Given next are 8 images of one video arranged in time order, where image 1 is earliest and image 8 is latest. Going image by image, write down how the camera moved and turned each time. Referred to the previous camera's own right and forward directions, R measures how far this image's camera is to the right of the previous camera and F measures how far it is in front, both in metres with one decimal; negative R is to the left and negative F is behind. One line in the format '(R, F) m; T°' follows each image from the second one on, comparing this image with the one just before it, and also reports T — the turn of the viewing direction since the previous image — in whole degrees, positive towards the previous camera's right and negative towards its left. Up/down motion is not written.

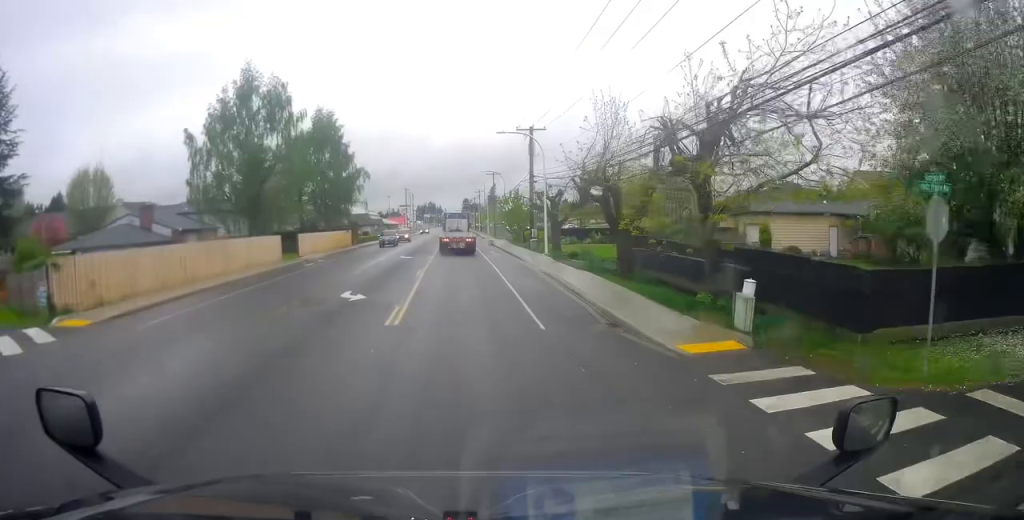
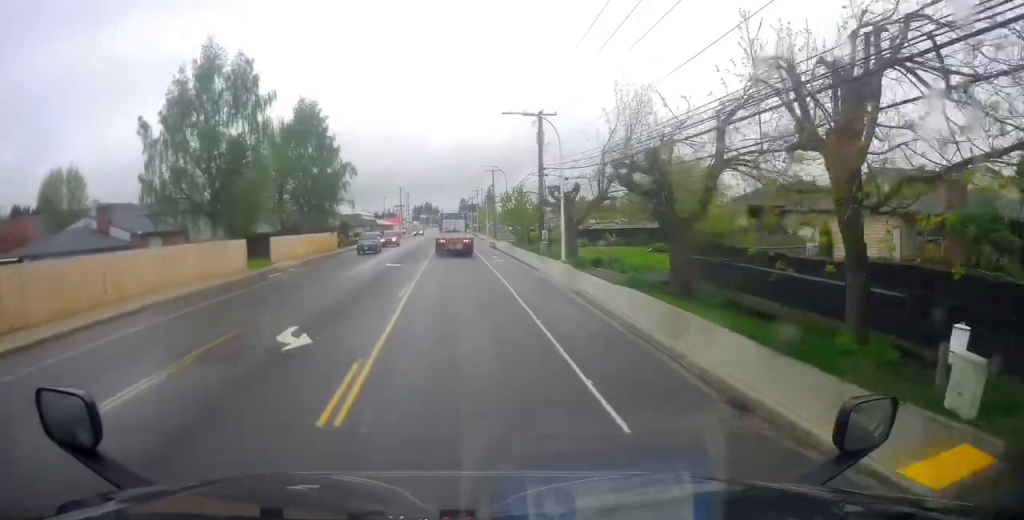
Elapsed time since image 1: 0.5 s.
(-0.1, +6.7) m; +1°
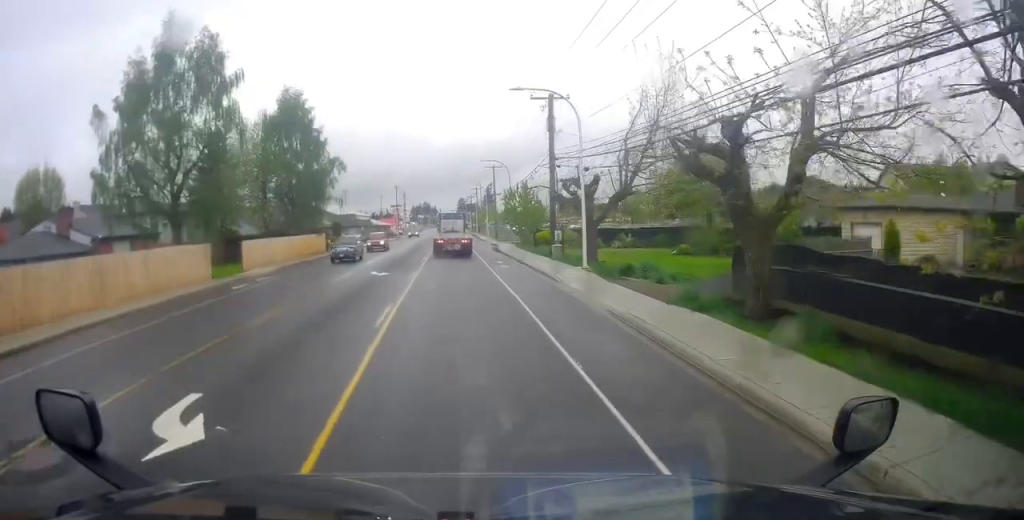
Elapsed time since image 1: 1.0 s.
(+0.2, +5.4) m; 0°
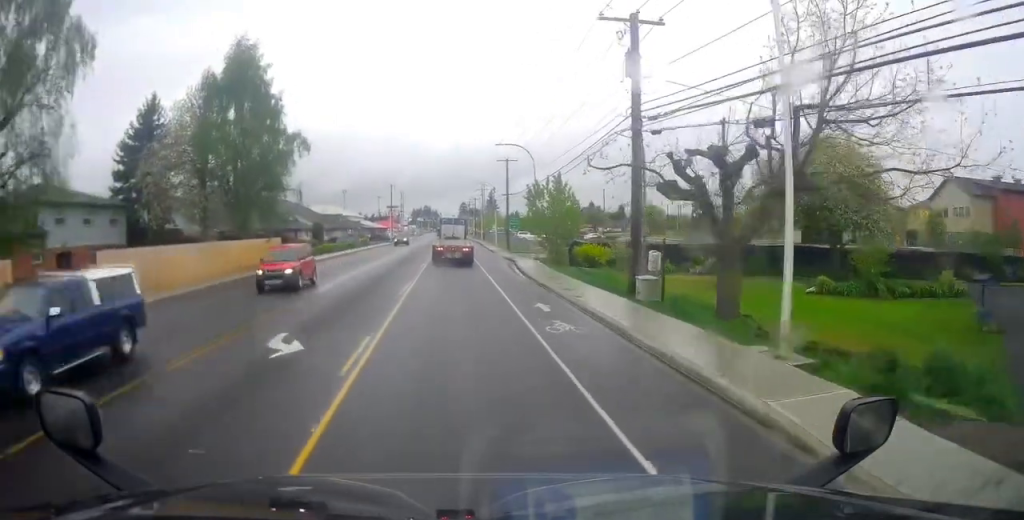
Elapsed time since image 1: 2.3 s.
(-0.4, +17.0) m; -2°
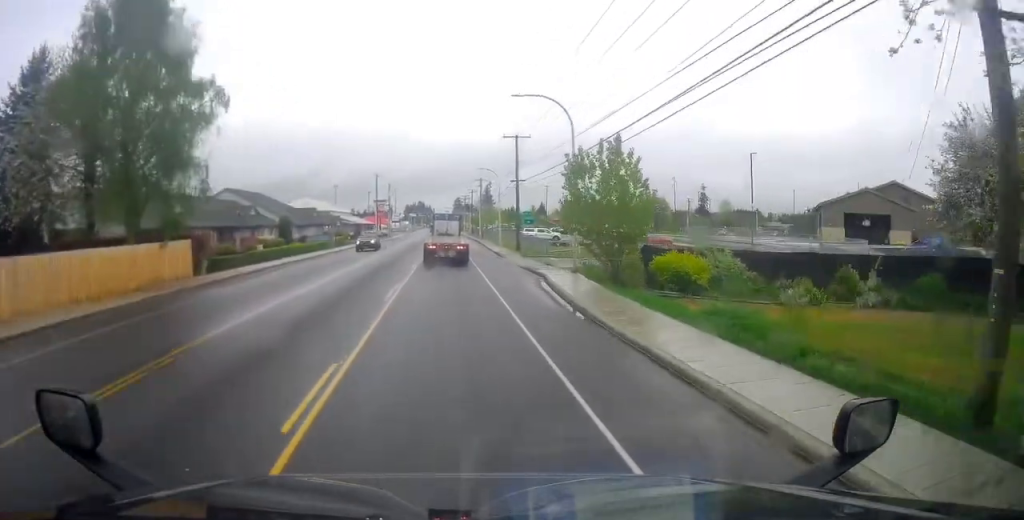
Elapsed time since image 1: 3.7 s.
(+0.4, +16.0) m; +1°
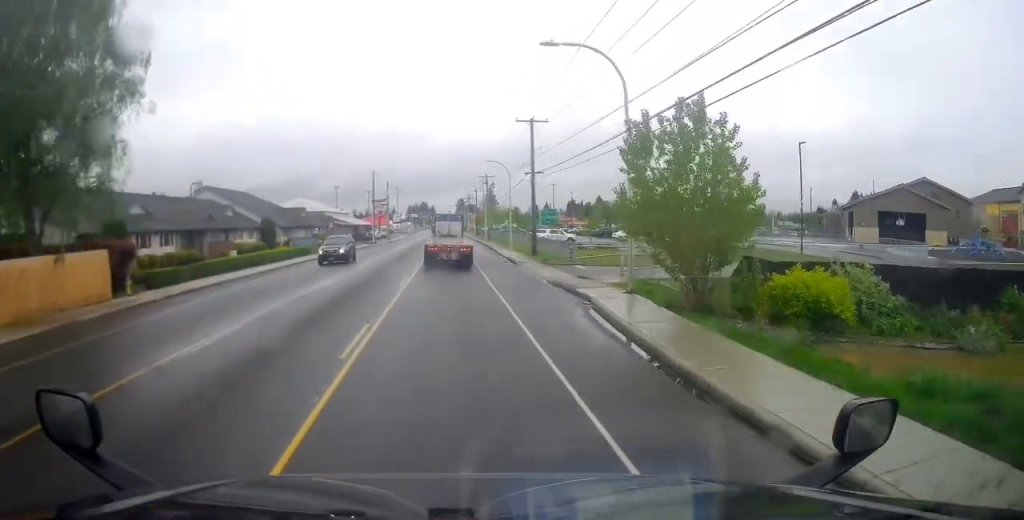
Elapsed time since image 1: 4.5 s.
(-0.3, +8.4) m; +1°
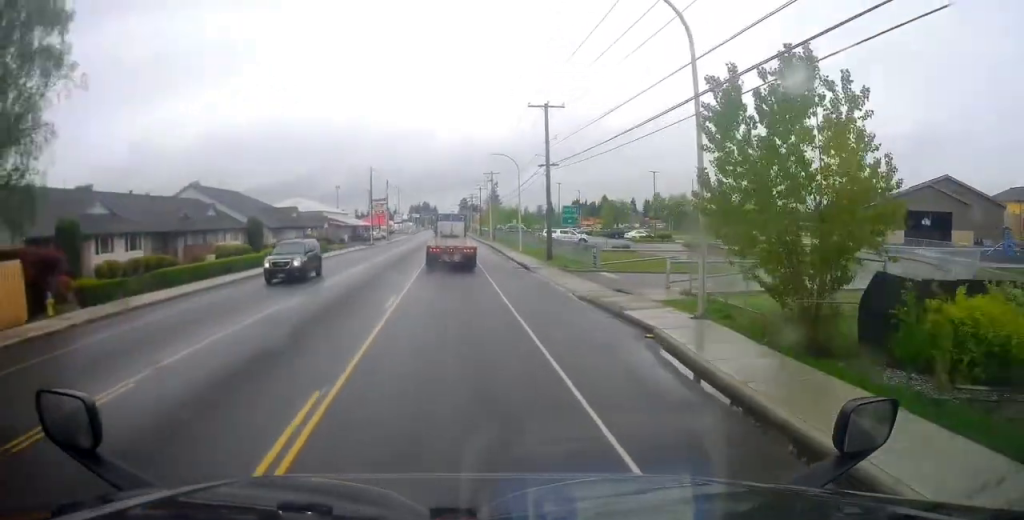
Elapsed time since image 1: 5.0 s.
(+0.2, +5.8) m; 0°
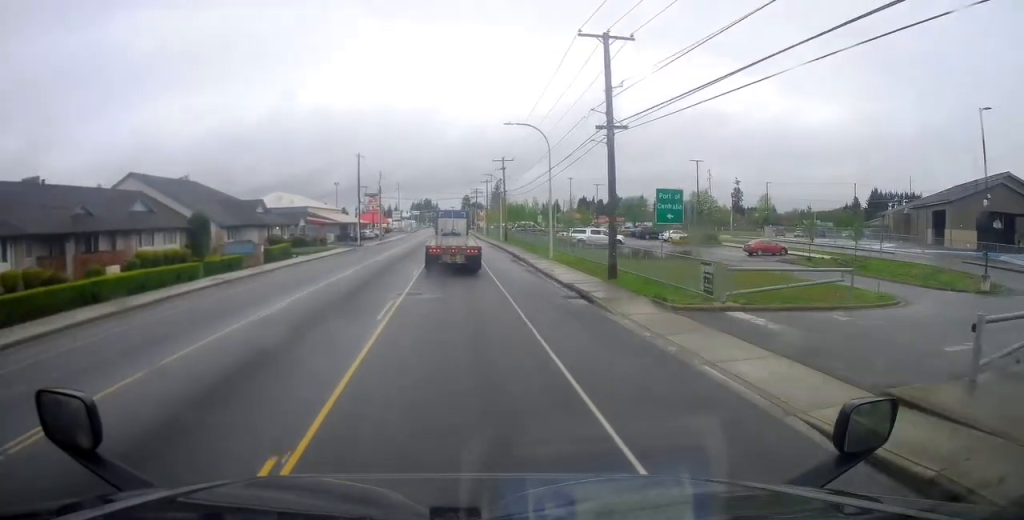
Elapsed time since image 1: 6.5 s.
(-0.2, +15.8) m; -1°
